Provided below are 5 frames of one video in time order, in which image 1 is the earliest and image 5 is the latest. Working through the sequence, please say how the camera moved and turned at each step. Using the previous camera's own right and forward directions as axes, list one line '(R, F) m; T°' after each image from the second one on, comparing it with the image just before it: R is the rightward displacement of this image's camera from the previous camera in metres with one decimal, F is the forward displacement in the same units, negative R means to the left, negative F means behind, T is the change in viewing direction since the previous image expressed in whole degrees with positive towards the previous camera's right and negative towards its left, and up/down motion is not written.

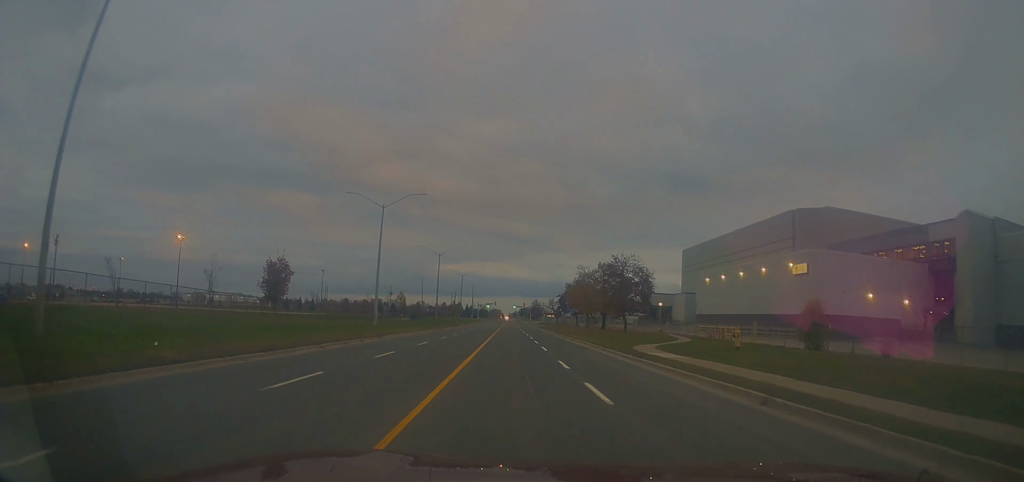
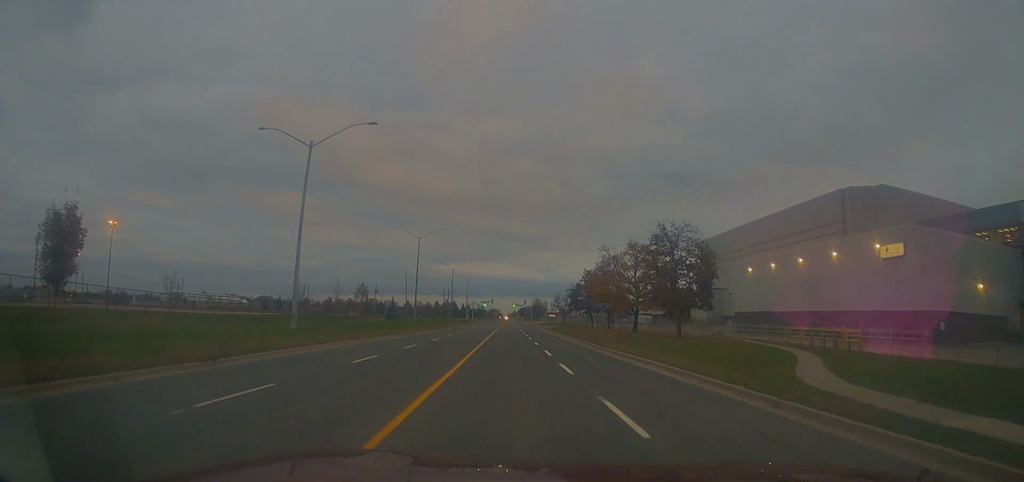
(+0.1, +21.2) m; -1°
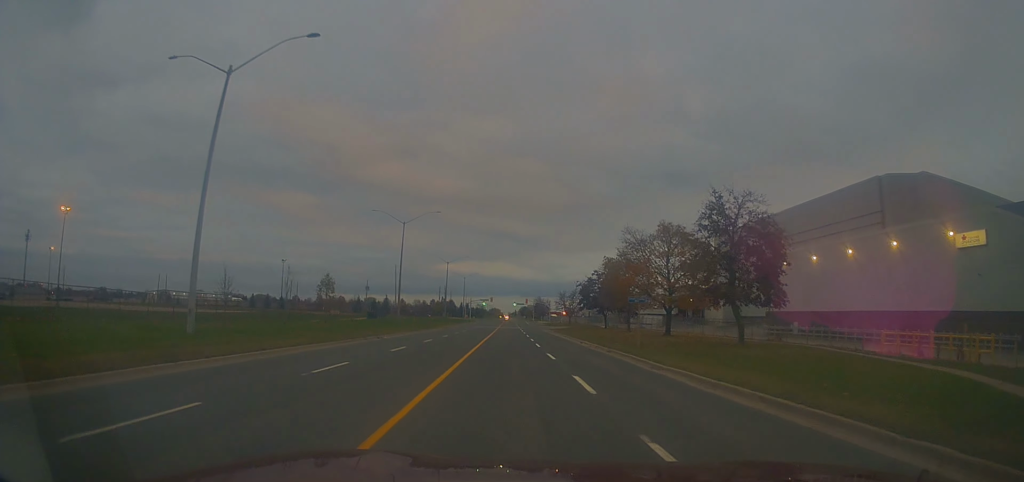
(-0.2, +12.2) m; 0°
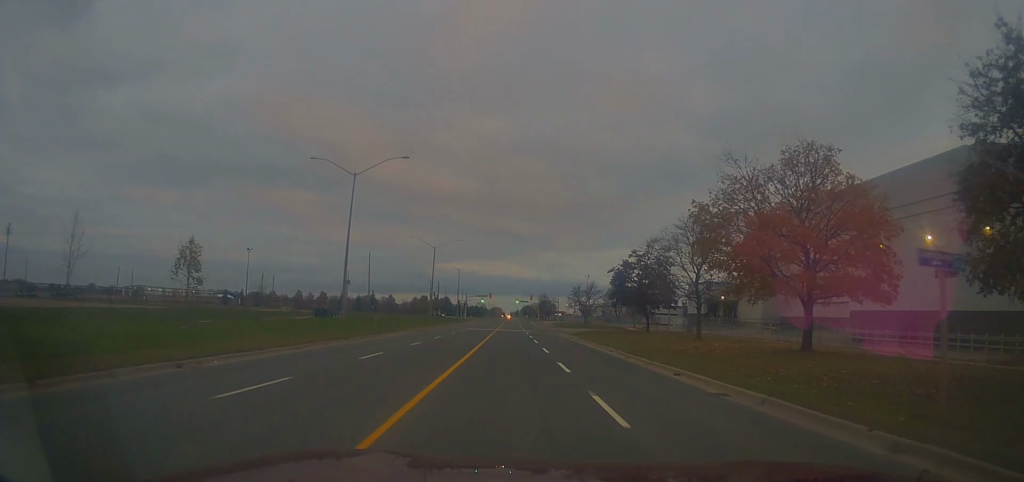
(+0.1, +22.9) m; 0°
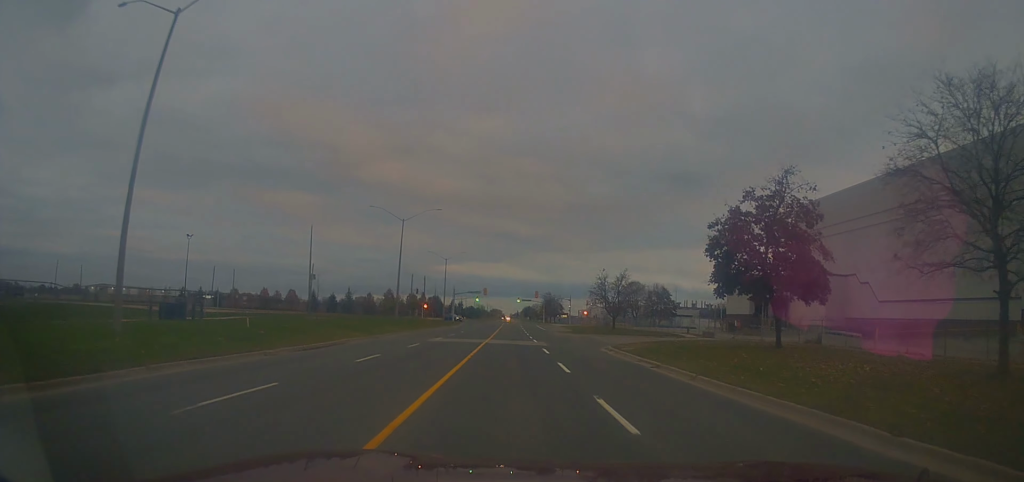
(+0.2, +27.6) m; +1°
